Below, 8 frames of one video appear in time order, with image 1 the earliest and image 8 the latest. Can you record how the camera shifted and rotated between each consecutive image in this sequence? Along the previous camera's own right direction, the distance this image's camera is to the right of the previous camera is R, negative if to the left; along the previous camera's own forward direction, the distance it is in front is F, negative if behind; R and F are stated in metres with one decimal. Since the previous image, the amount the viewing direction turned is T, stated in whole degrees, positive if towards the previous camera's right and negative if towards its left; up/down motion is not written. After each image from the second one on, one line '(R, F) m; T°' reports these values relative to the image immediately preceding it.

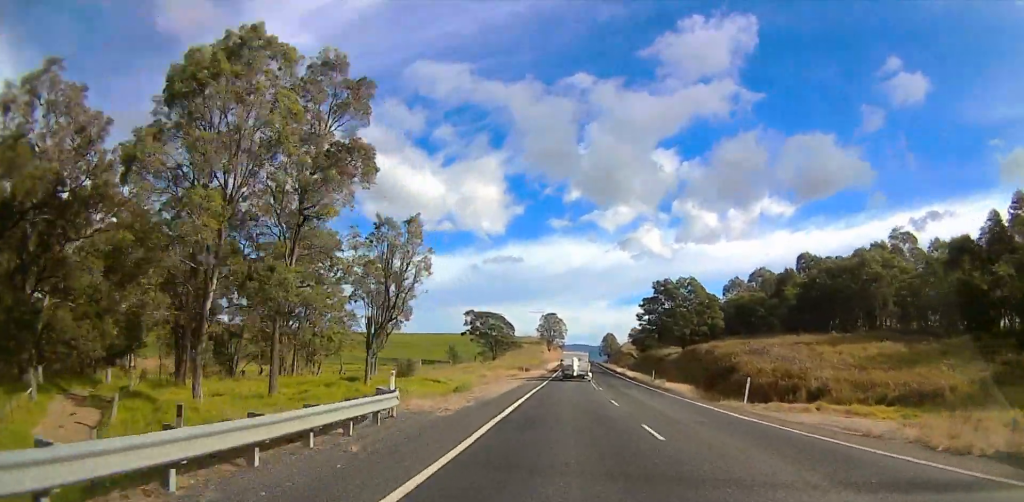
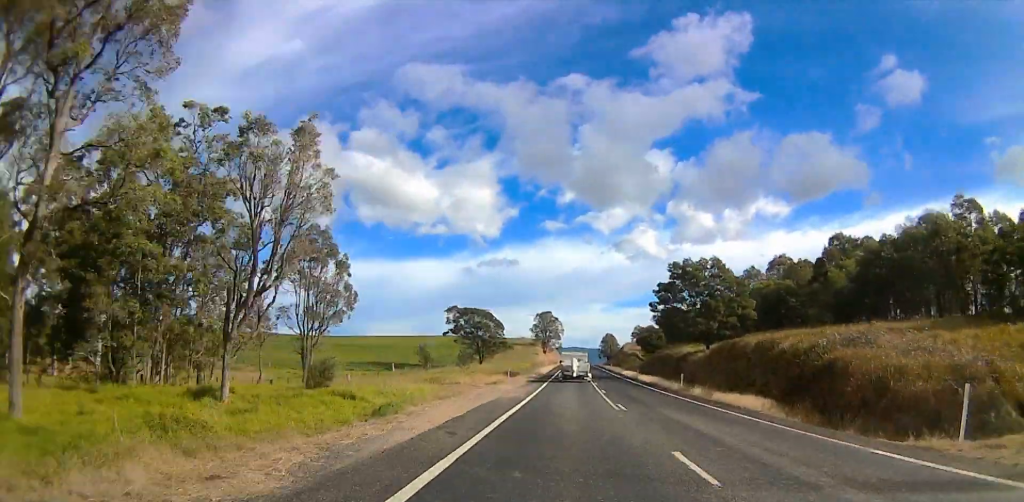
(0.0, +14.4) m; 0°
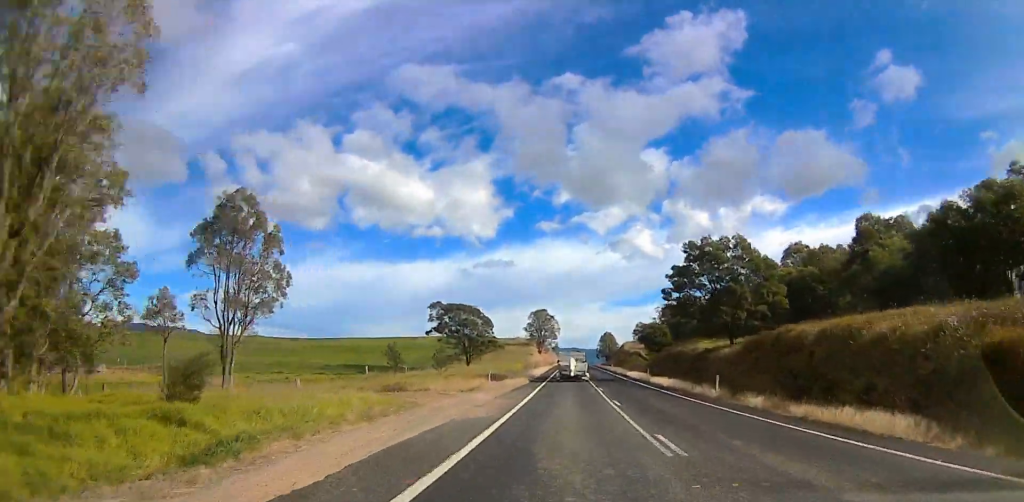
(0.0, +10.2) m; 0°
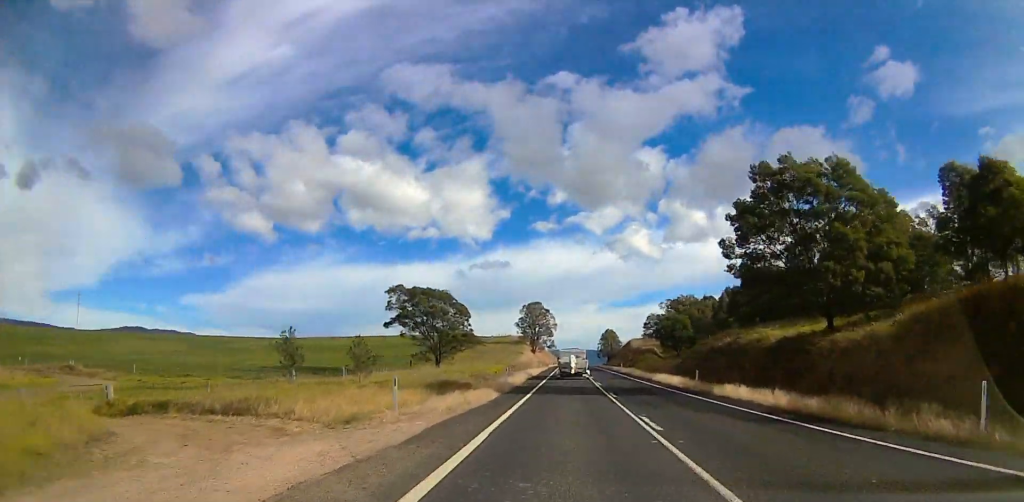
(-0.1, +20.5) m; 0°
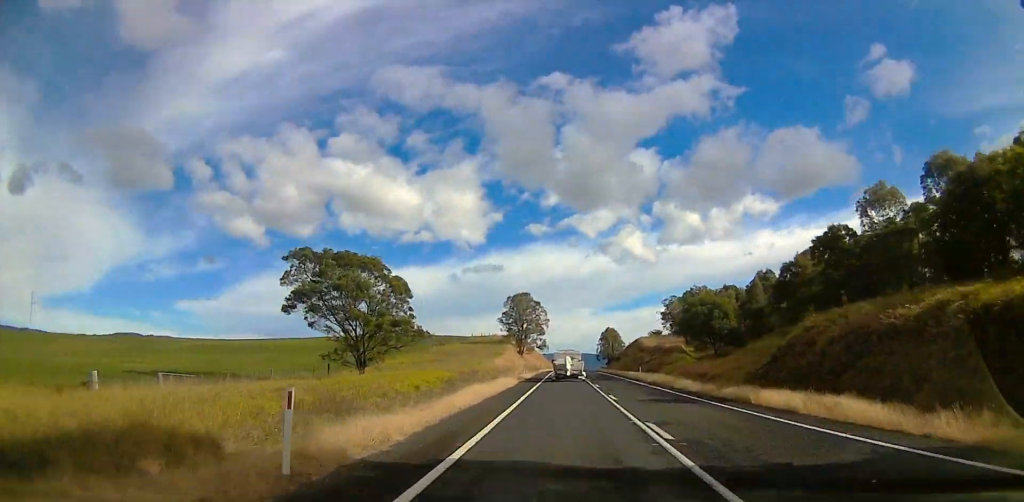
(0.0, +25.6) m; 0°
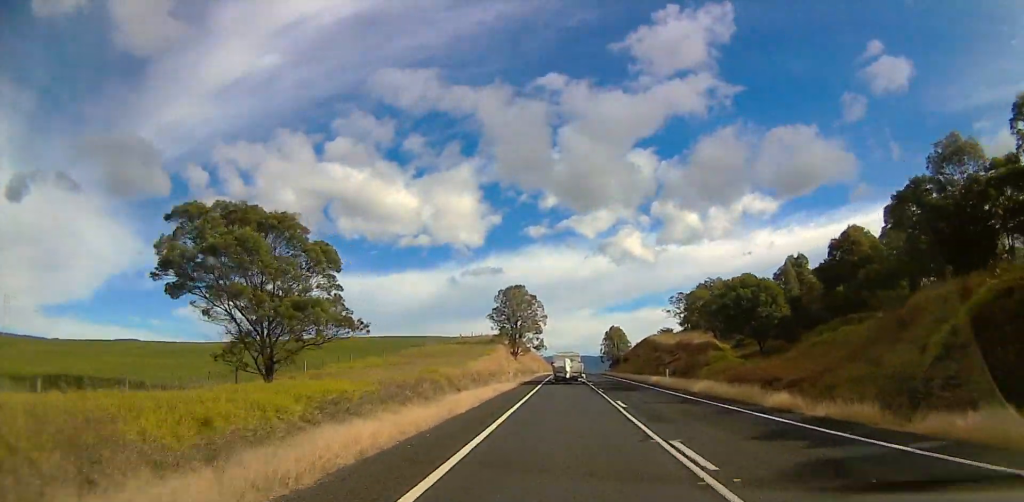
(0.0, +15.5) m; 0°
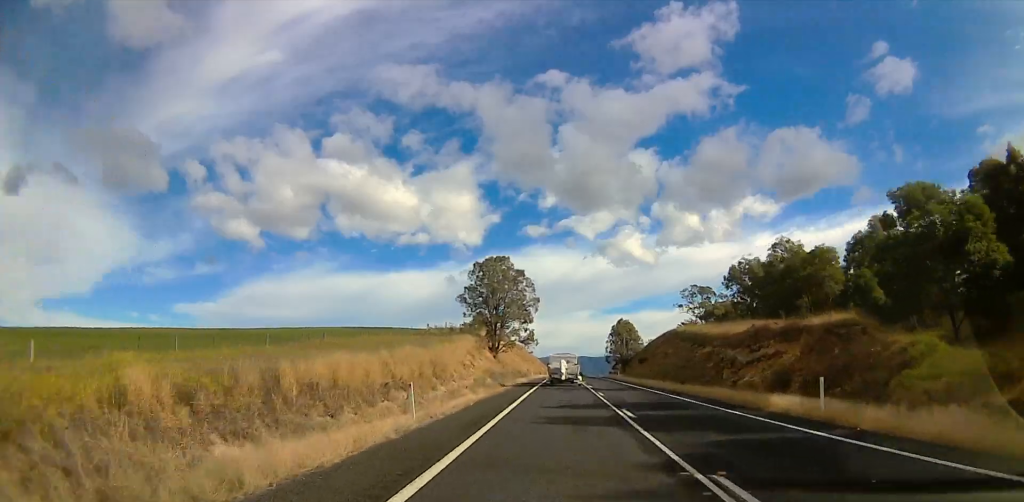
(0.0, +27.5) m; +2°
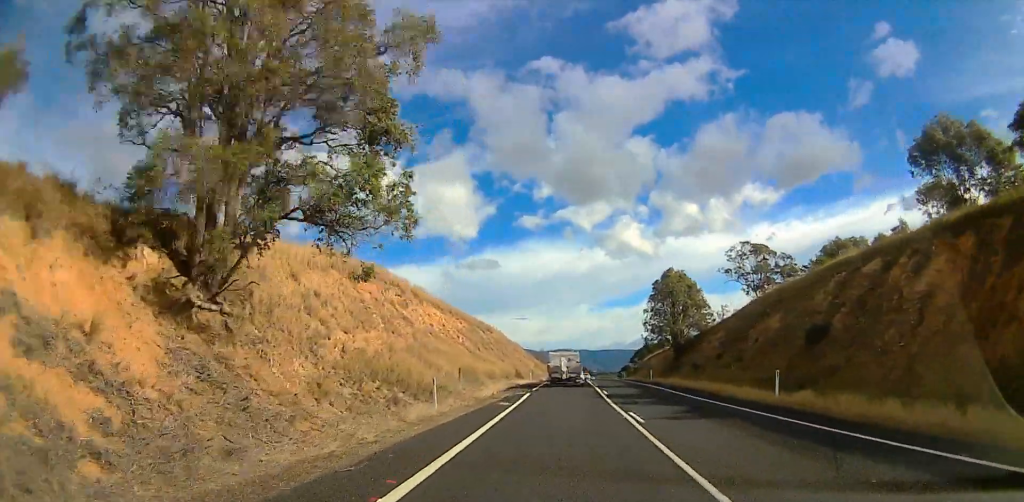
(+0.5, +62.4) m; -2°
